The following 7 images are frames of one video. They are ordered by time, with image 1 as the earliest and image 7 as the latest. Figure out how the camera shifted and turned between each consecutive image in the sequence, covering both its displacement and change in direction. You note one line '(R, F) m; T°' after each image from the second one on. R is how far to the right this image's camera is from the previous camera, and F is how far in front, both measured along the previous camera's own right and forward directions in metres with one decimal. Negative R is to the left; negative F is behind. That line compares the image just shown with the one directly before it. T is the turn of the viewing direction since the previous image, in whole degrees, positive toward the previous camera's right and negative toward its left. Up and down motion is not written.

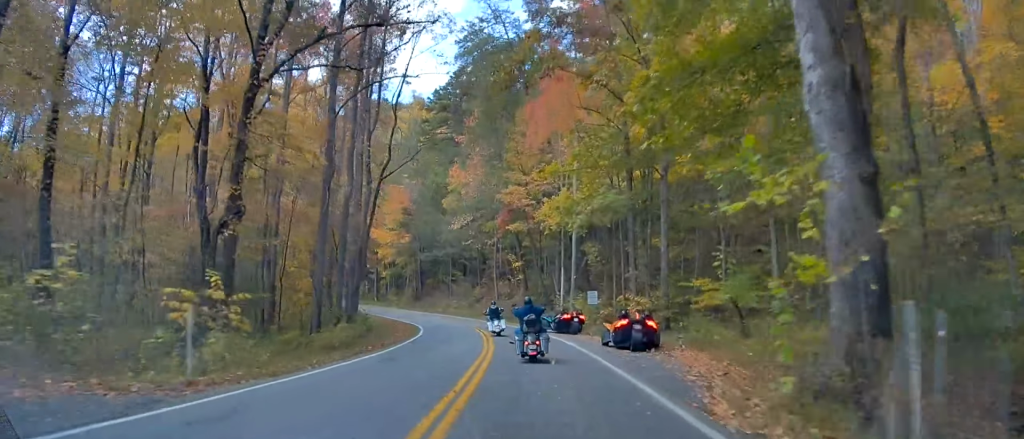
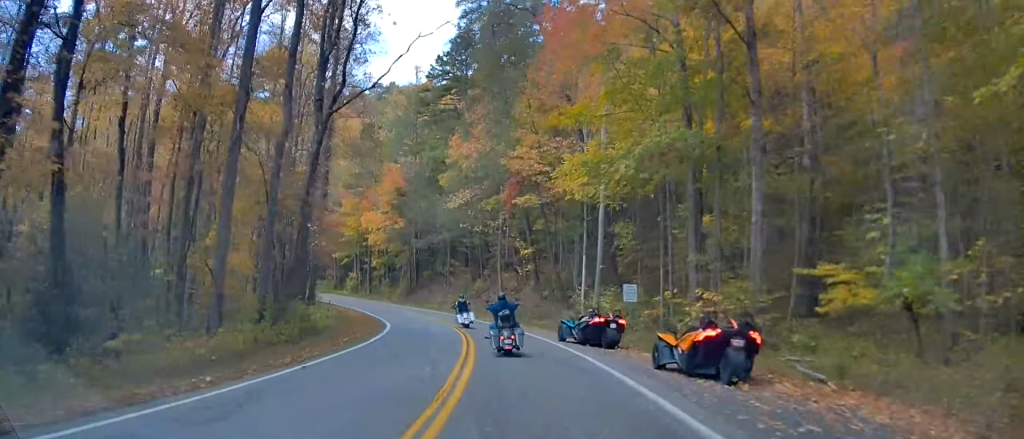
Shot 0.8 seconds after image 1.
(+0.1, +11.1) m; 0°
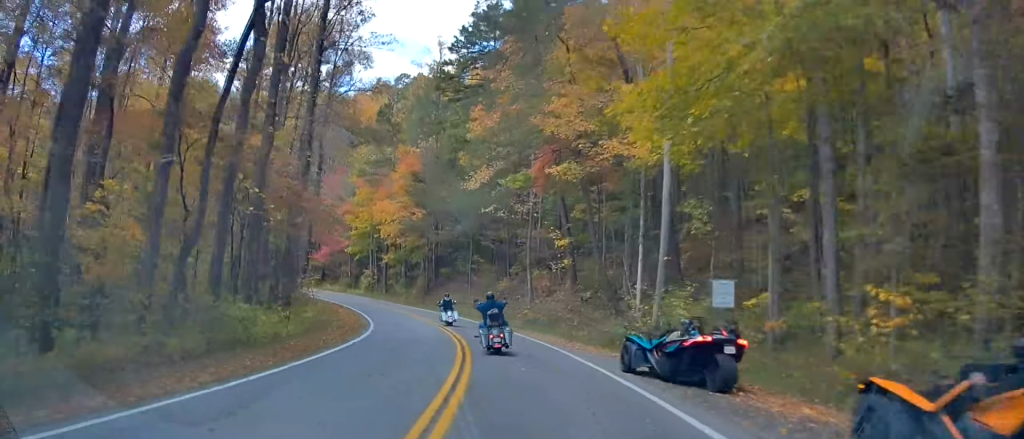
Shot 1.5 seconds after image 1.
(+0.1, +9.3) m; 0°
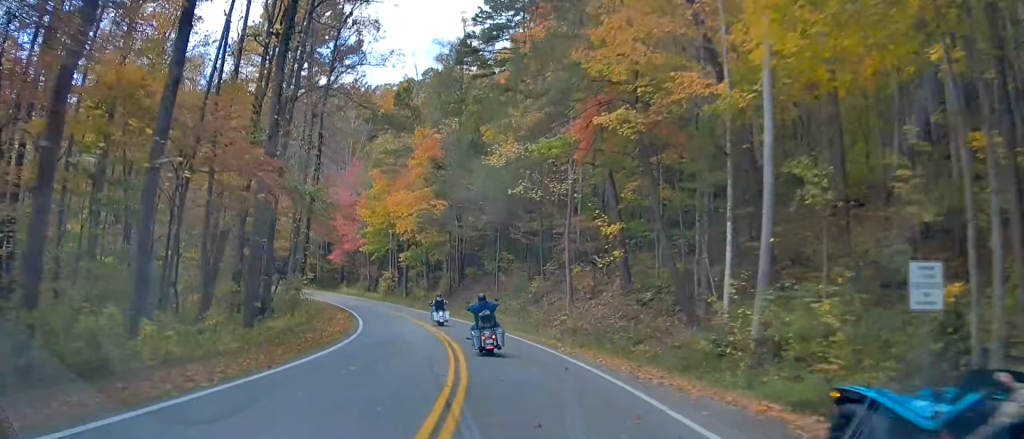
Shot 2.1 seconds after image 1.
(-0.1, +8.5) m; -4°
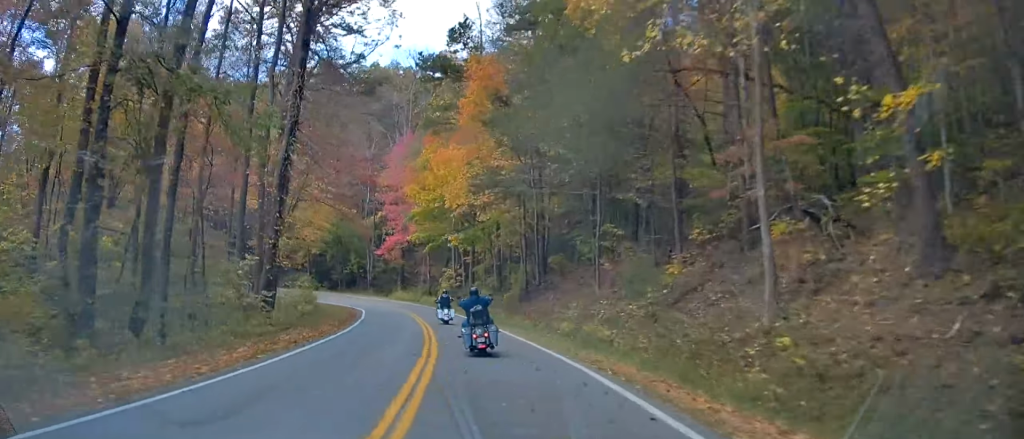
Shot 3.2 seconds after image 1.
(-1.3, +18.0) m; -8°
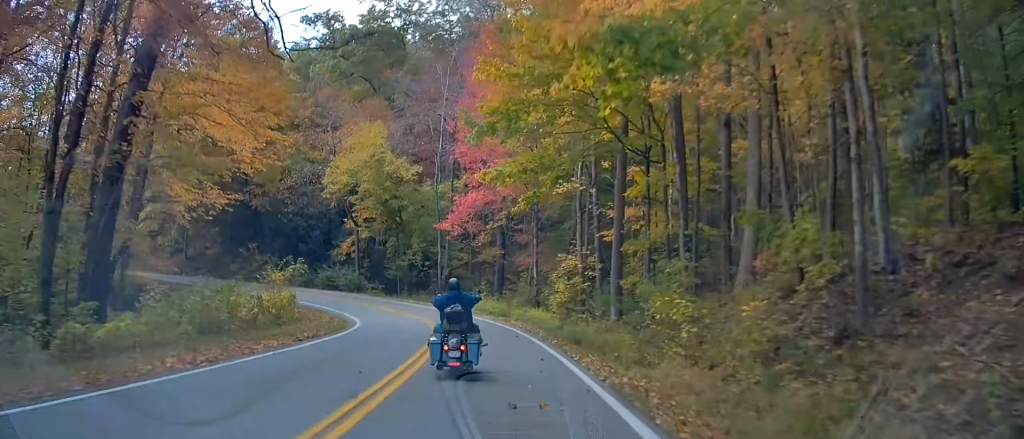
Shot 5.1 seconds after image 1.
(-2.6, +29.1) m; -11°
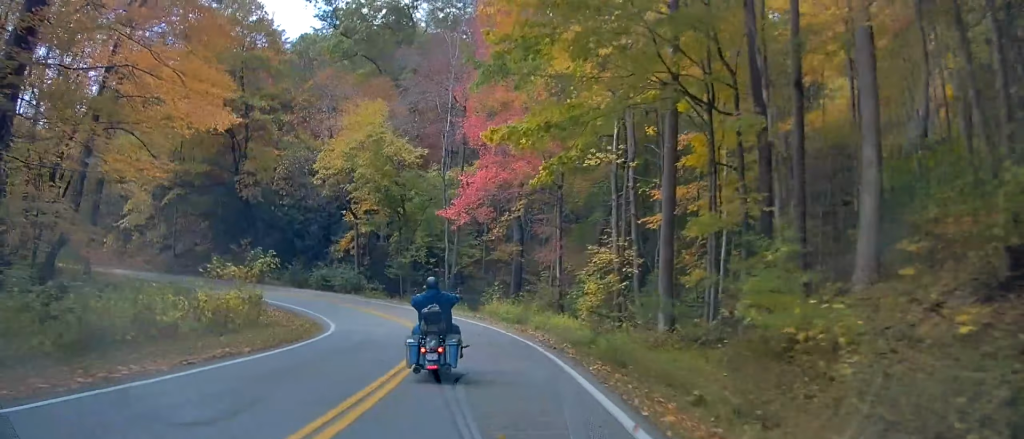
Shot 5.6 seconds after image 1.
(+0.1, +7.1) m; -4°
